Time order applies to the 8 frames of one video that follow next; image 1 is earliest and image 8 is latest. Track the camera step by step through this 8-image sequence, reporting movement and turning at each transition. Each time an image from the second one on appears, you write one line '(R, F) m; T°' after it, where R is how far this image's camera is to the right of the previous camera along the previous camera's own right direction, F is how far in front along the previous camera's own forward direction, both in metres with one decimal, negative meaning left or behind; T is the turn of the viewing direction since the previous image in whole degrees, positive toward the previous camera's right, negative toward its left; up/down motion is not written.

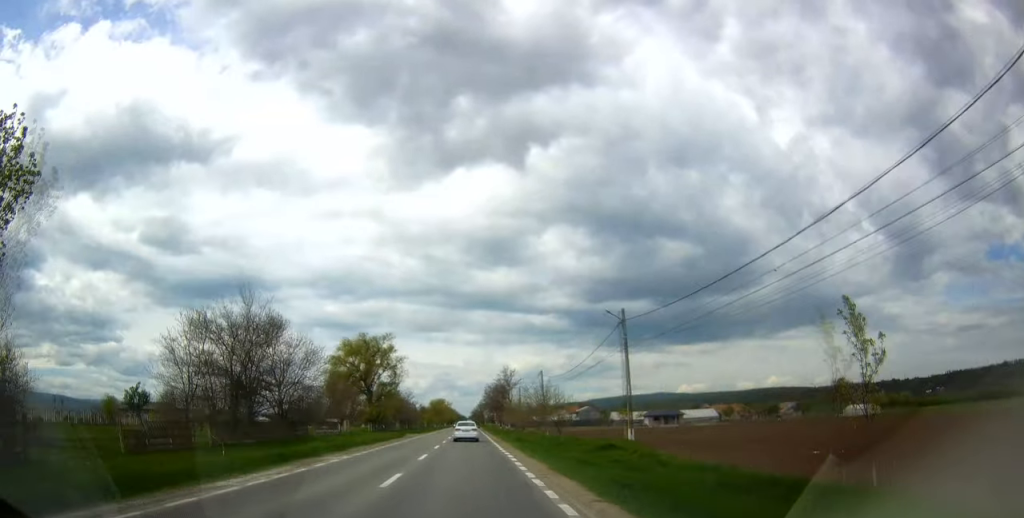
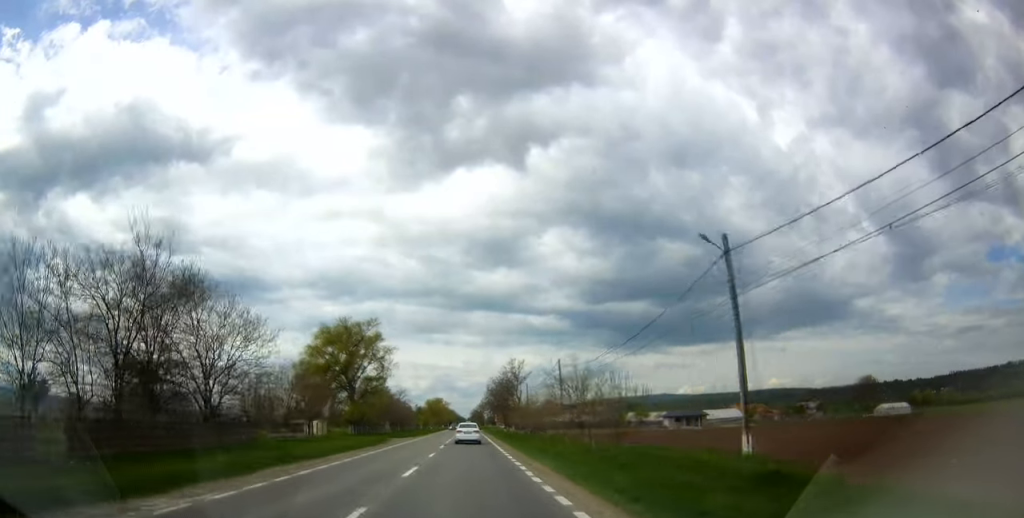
(-0.1, +15.4) m; 0°
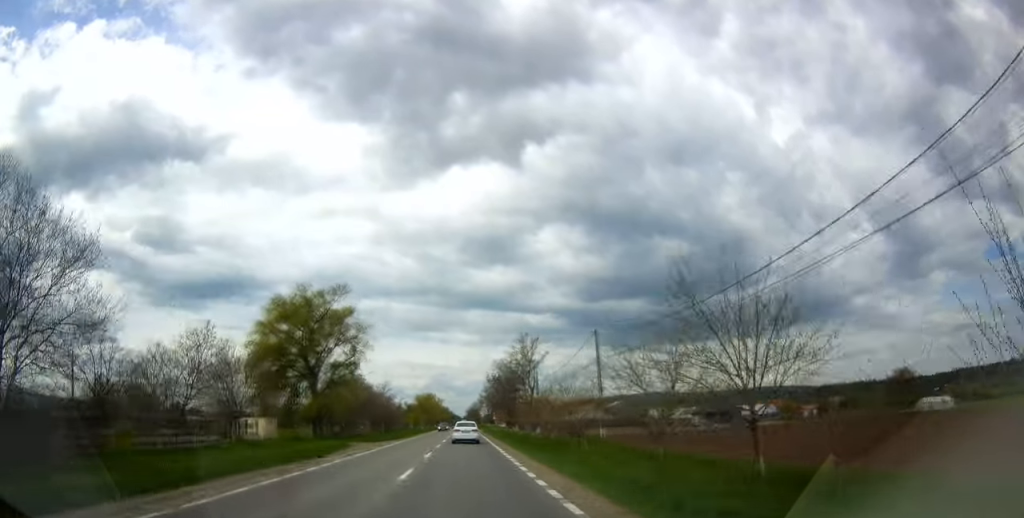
(-0.1, +19.7) m; +1°
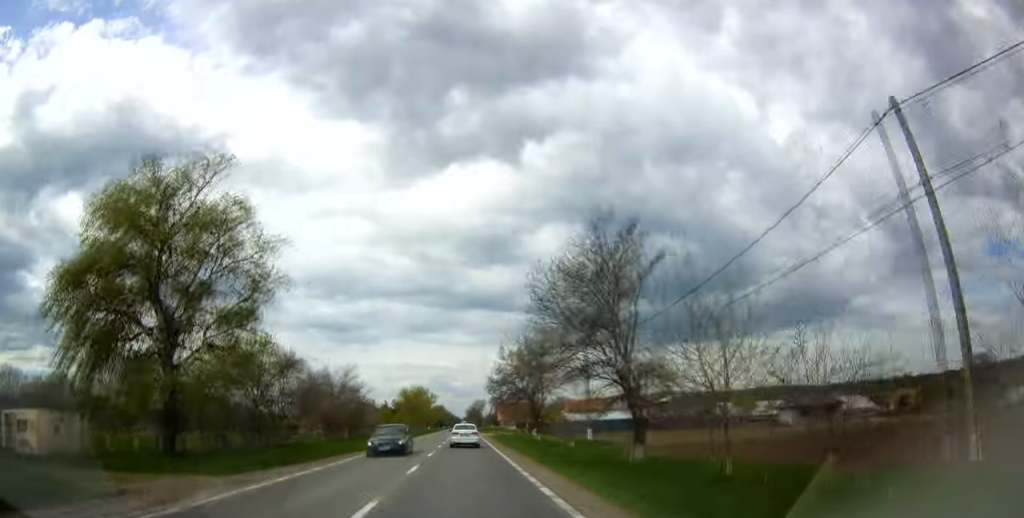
(+0.8, +33.4) m; 0°
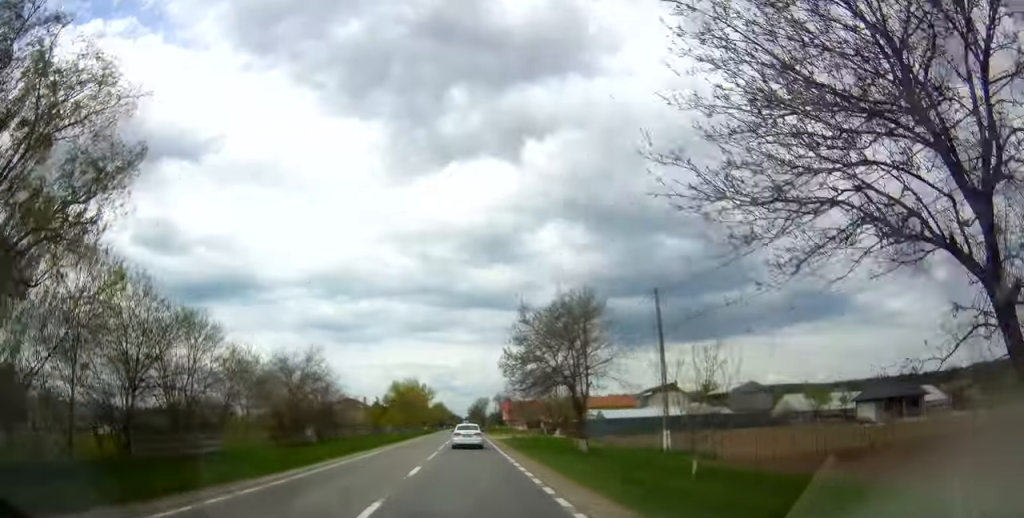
(-0.3, +18.3) m; 0°
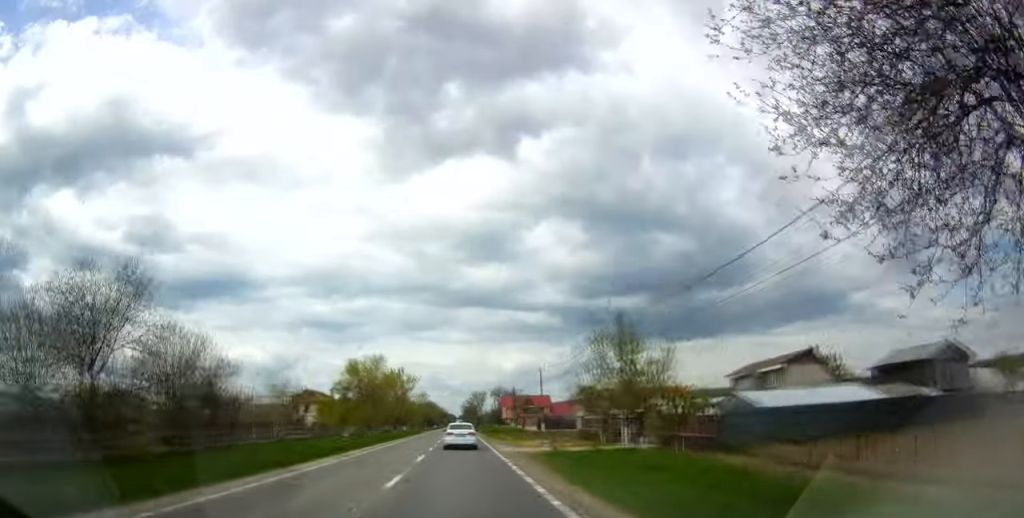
(+0.4, +31.3) m; 0°
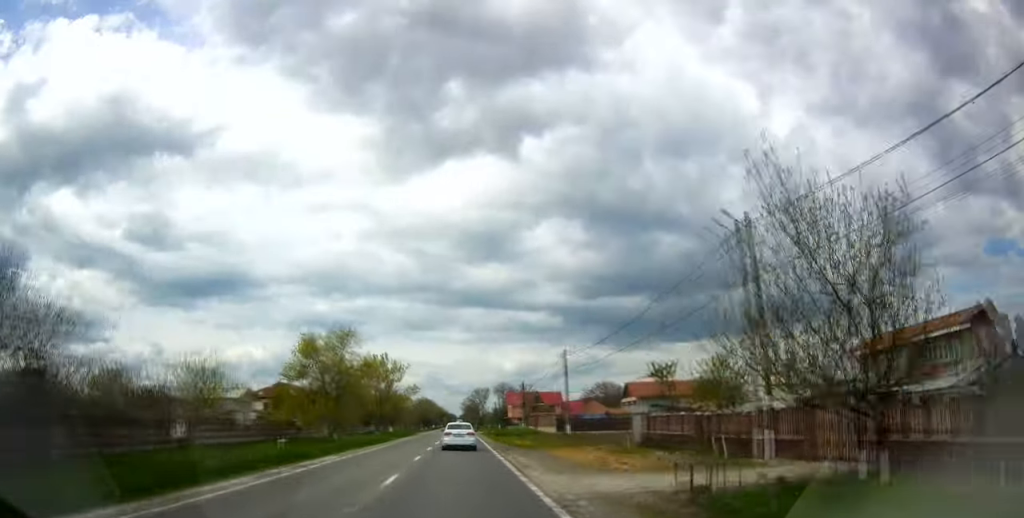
(-0.4, +18.1) m; 0°
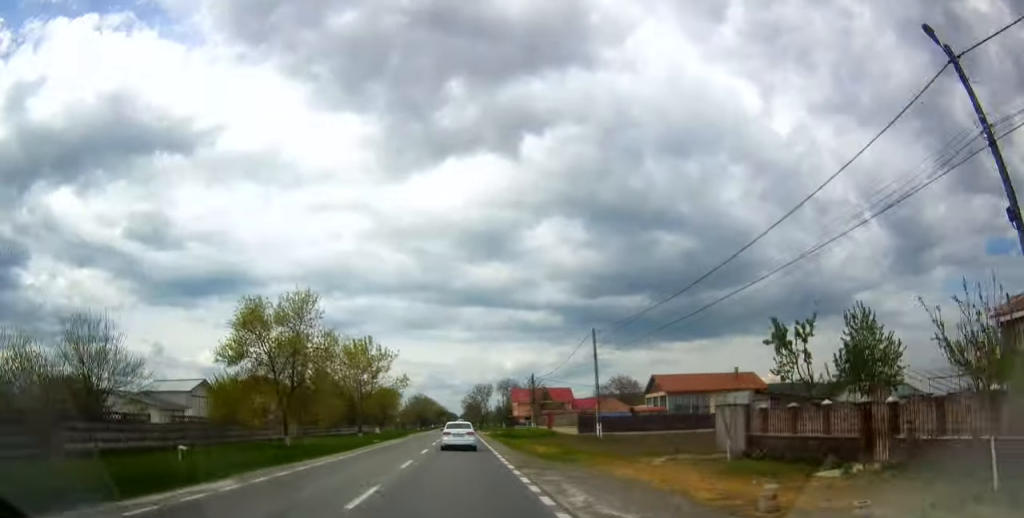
(+0.2, +12.9) m; +1°
